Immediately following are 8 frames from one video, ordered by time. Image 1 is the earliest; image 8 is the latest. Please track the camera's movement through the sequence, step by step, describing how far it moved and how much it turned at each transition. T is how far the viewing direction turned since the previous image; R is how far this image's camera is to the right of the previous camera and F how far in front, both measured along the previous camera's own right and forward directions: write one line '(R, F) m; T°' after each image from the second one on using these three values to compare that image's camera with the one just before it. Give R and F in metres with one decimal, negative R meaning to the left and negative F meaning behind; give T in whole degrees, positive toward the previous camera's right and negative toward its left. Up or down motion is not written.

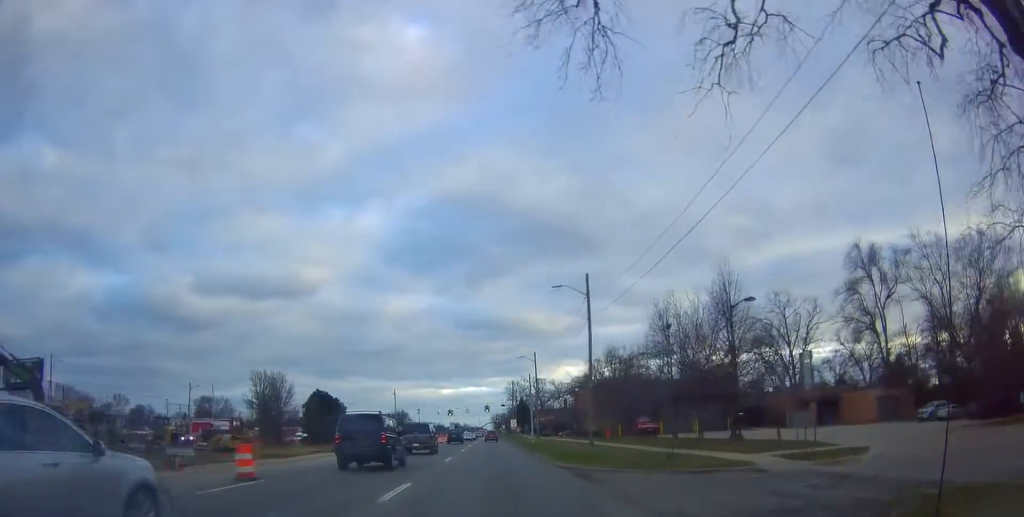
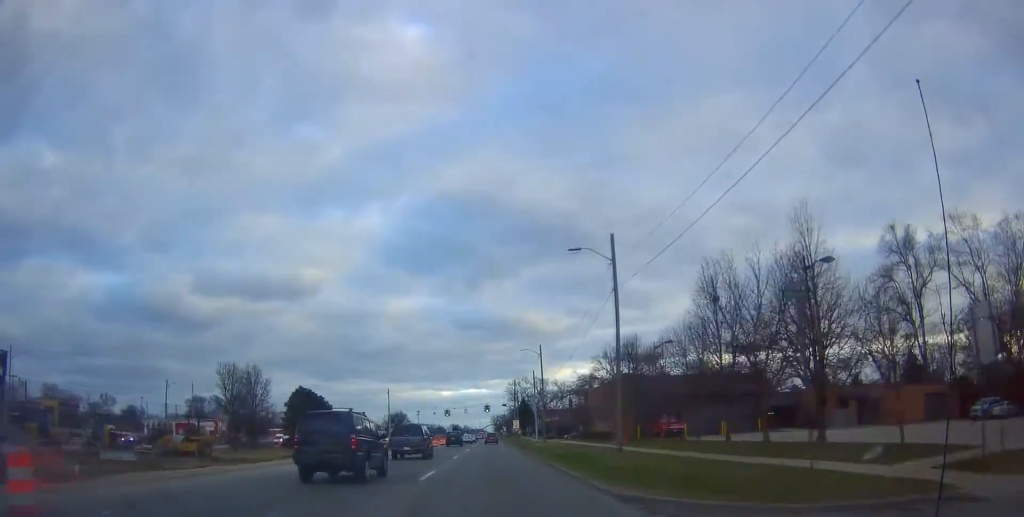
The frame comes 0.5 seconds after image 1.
(0.0, +8.7) m; -1°
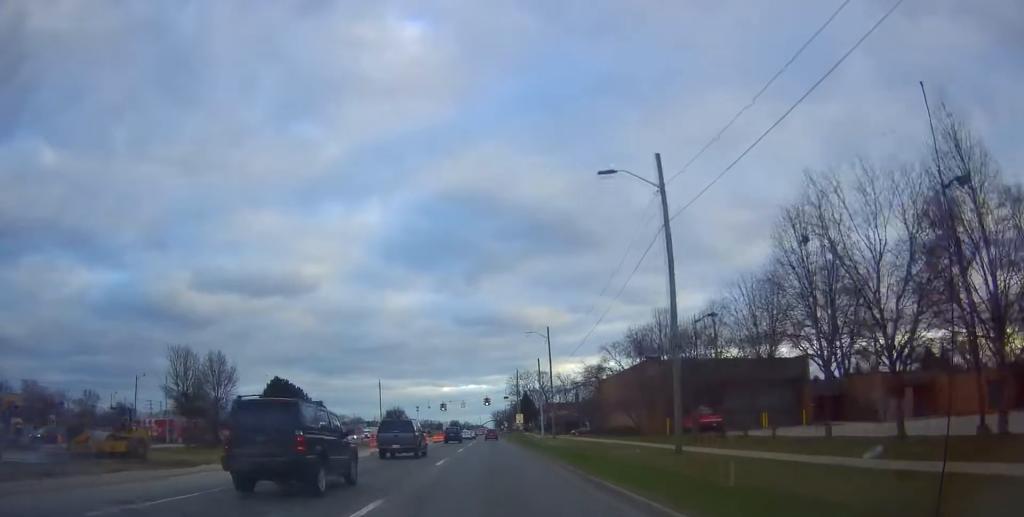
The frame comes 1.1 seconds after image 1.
(+0.1, +9.8) m; -1°
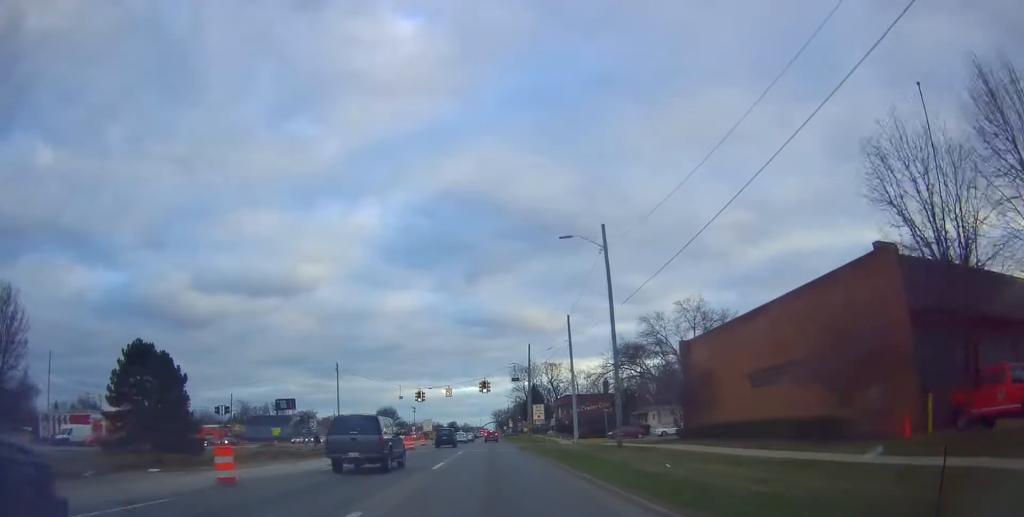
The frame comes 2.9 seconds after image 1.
(-0.6, +32.7) m; +1°
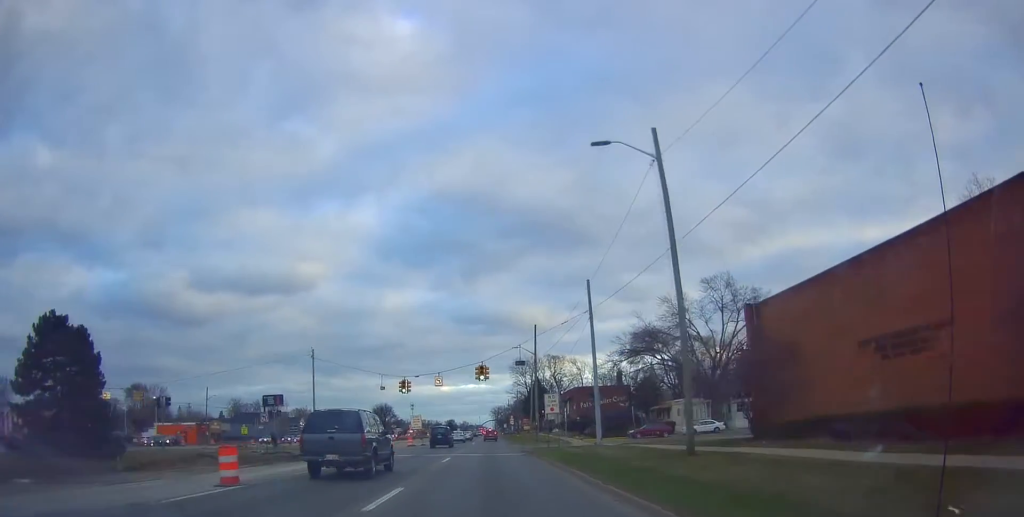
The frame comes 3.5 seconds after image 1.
(+0.2, +11.4) m; 0°
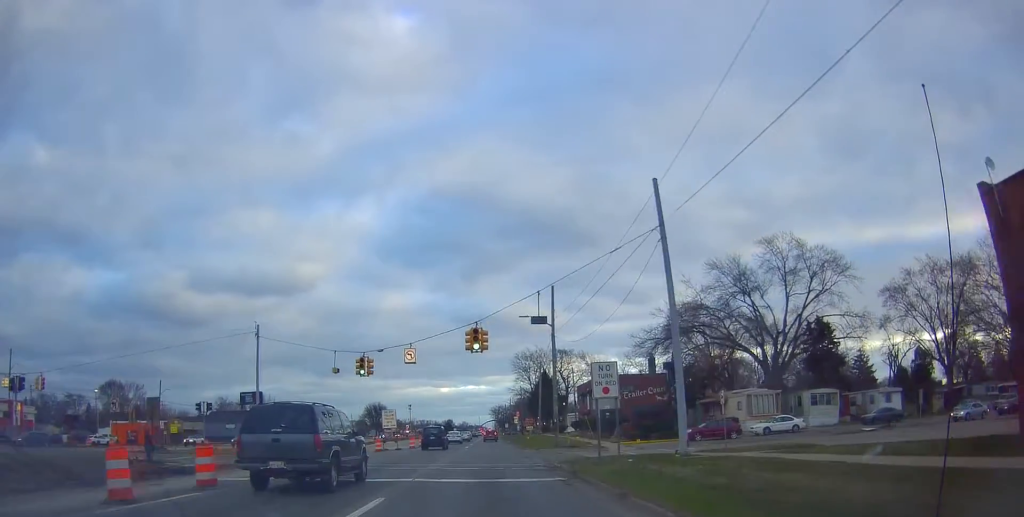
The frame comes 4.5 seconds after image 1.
(-0.3, +18.2) m; -2°
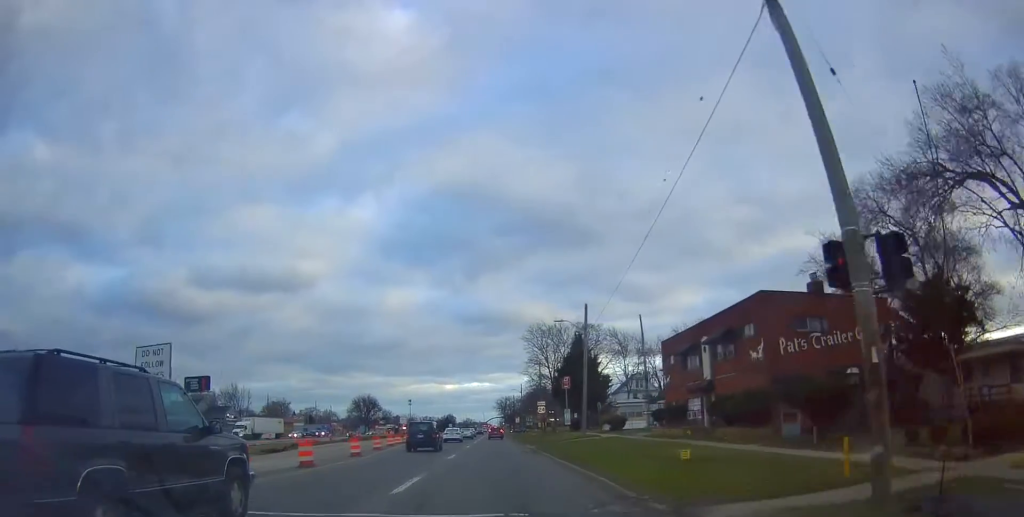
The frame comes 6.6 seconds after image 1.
(+0.2, +37.3) m; +2°
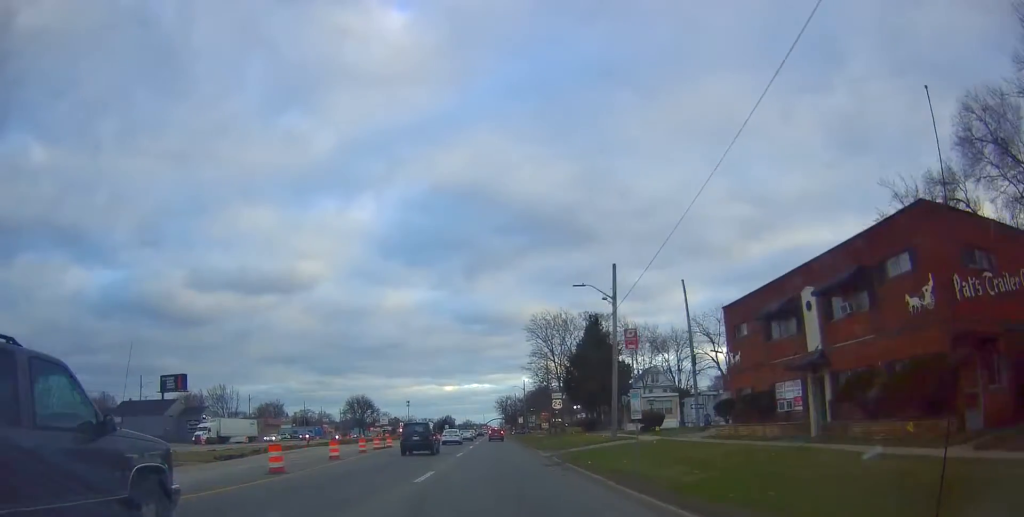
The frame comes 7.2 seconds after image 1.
(+0.2, +11.3) m; +1°
